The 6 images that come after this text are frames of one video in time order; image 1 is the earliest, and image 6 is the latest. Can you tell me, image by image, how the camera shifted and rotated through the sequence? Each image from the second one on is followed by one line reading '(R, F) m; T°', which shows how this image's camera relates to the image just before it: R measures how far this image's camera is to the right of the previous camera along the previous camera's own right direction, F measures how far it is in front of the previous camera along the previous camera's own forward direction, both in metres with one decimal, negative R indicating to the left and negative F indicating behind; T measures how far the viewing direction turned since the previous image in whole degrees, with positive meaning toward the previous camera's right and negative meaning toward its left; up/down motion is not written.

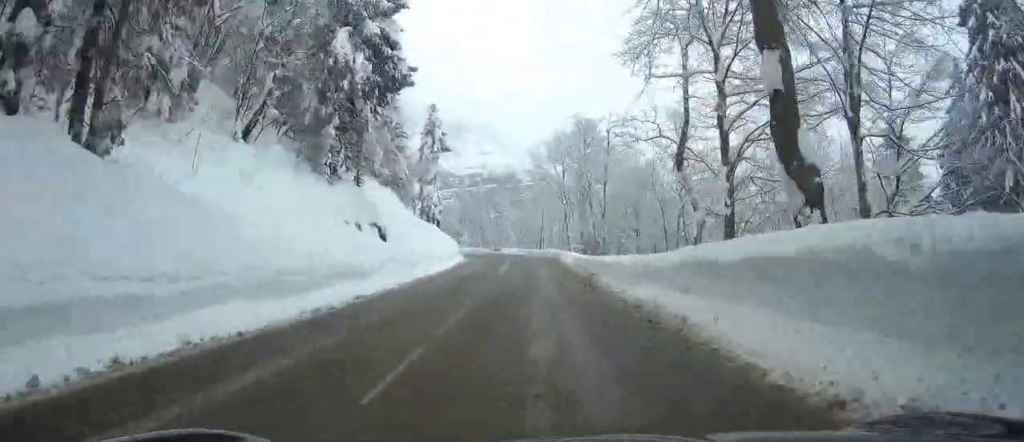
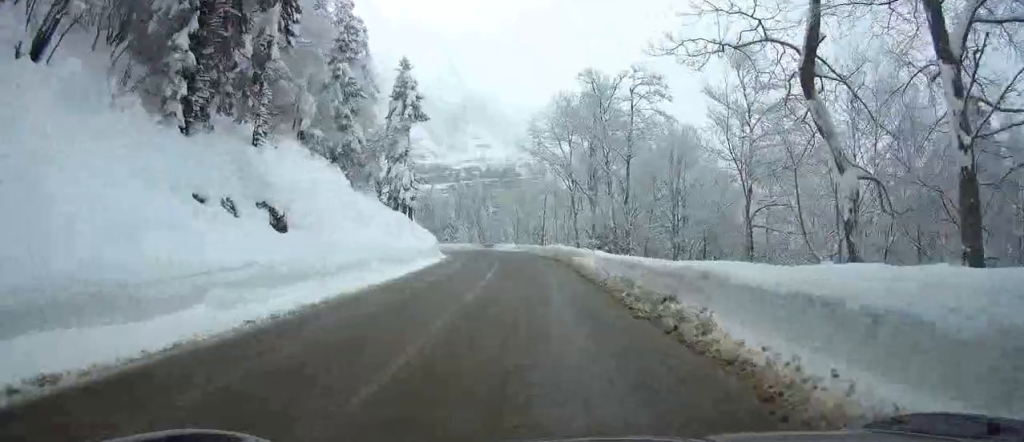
(+0.2, +12.8) m; +1°
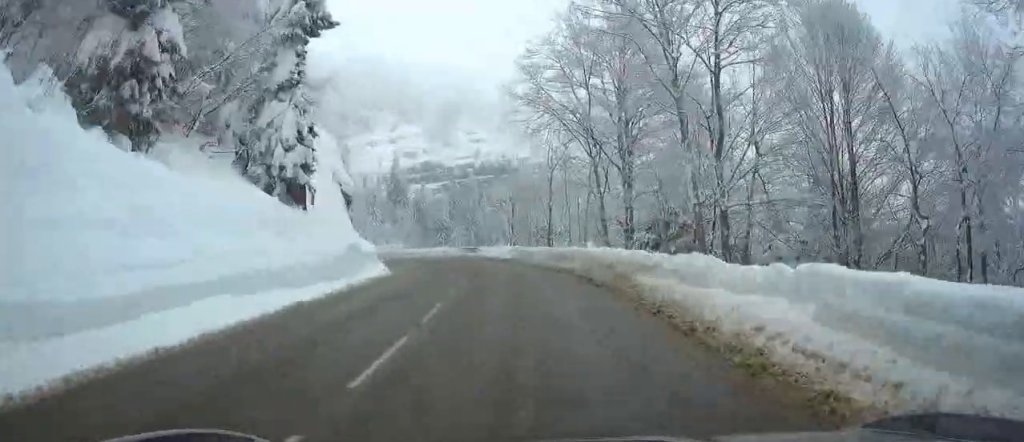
(0.0, +19.0) m; 0°
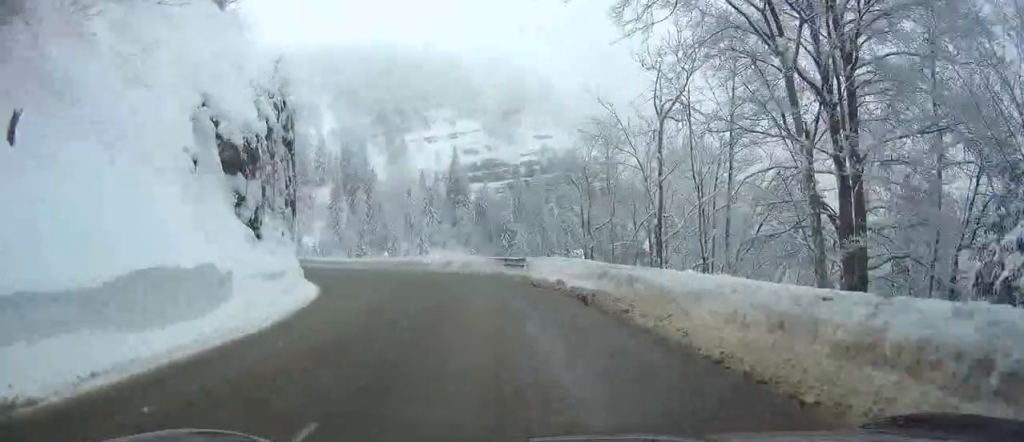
(0.0, +20.4) m; 0°
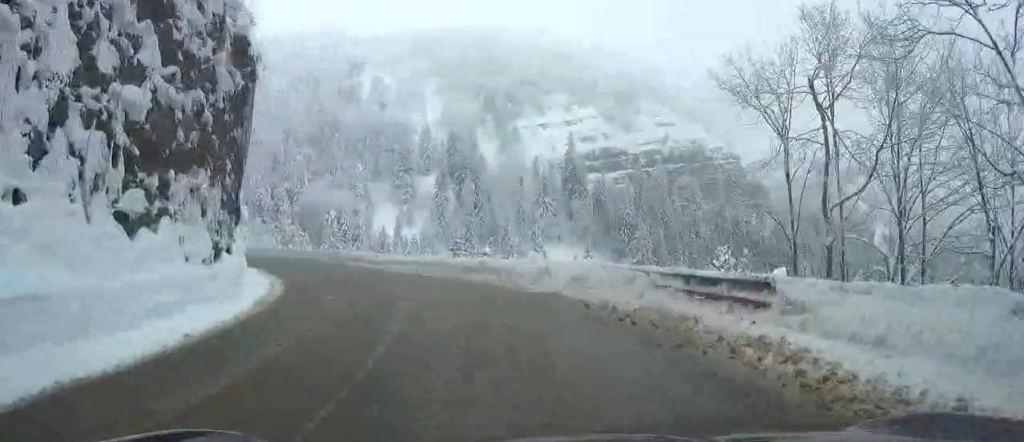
(-0.2, +16.0) m; -8°
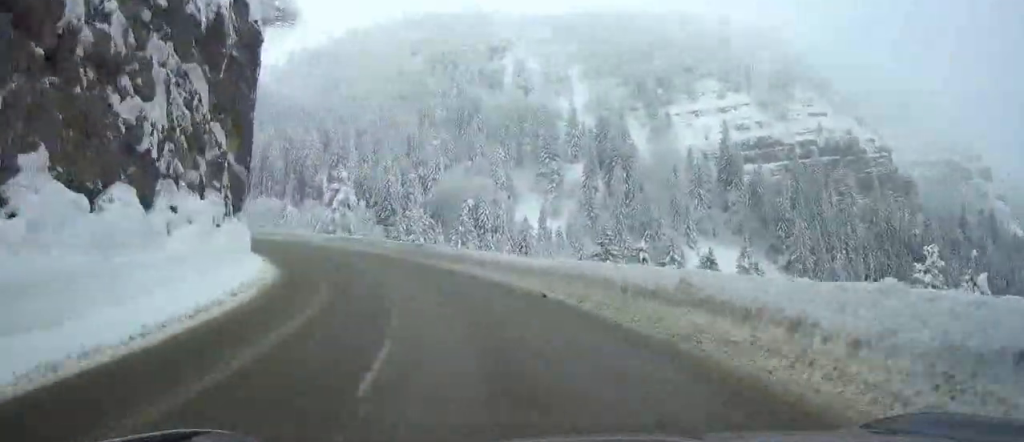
(-1.8, +13.3) m; -19°
